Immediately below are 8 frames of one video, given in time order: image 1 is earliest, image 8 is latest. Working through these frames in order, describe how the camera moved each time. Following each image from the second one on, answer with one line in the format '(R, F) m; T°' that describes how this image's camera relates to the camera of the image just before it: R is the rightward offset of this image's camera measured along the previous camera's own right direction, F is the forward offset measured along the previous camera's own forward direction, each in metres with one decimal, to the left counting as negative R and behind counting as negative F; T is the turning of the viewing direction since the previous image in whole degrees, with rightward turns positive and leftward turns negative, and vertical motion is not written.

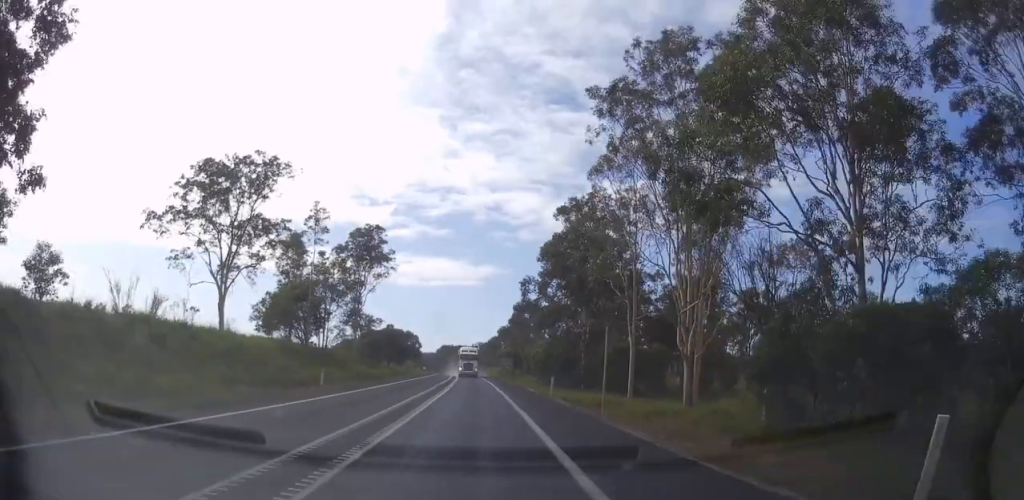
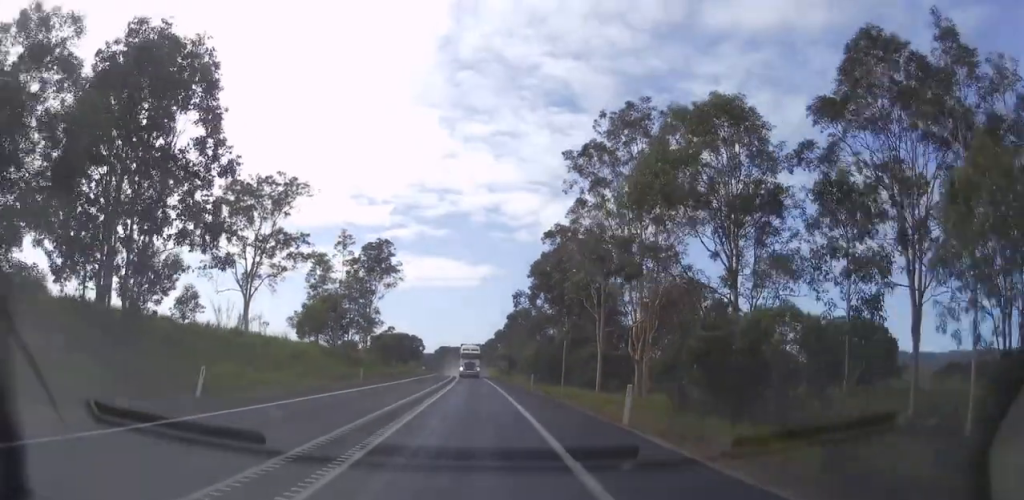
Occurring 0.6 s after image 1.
(+0.1, +10.8) m; 0°
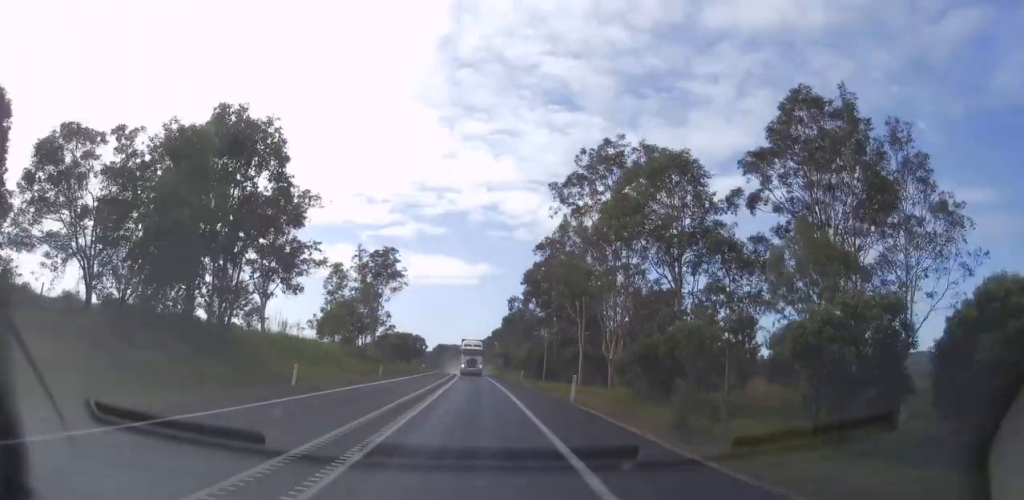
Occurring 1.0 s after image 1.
(-0.1, +8.7) m; 0°
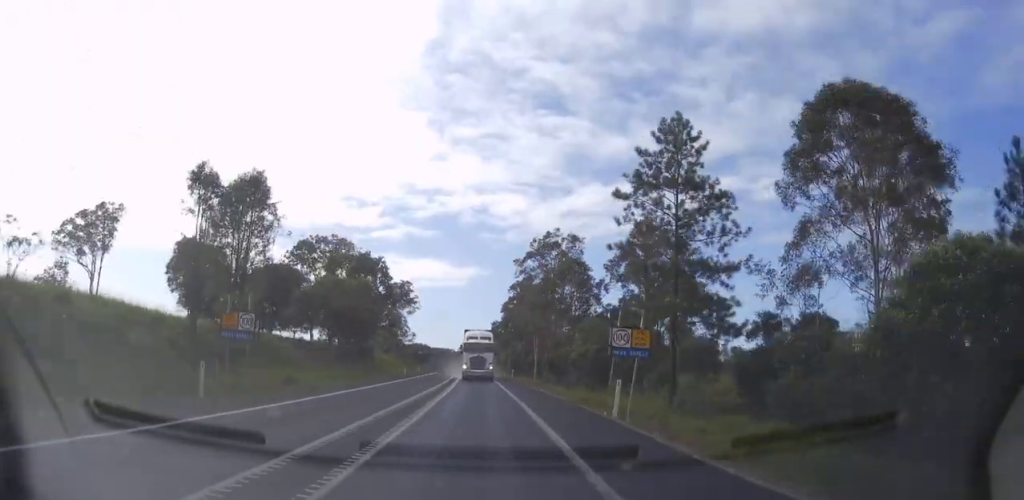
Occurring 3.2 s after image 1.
(+0.6, +39.0) m; +2°
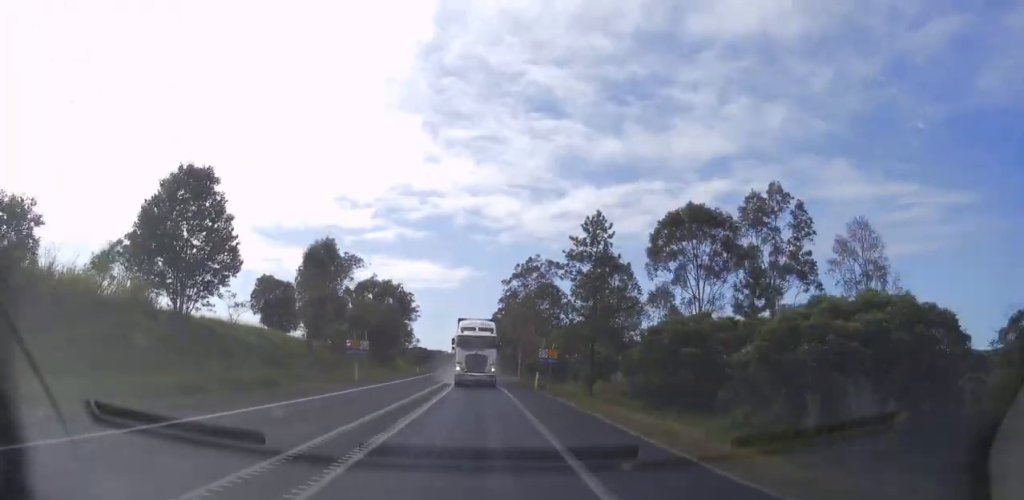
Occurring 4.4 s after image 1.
(-0.2, +21.3) m; 0°
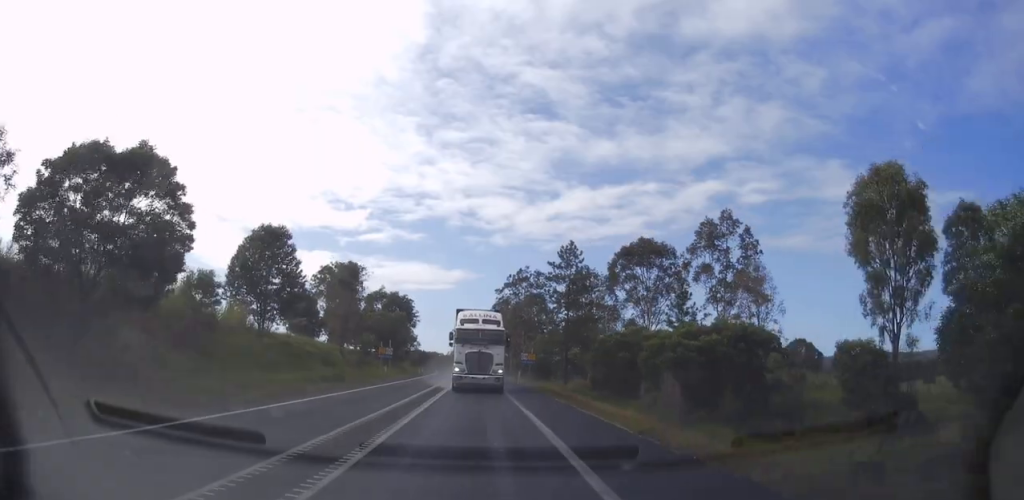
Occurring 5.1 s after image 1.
(+0.1, +13.4) m; +1°
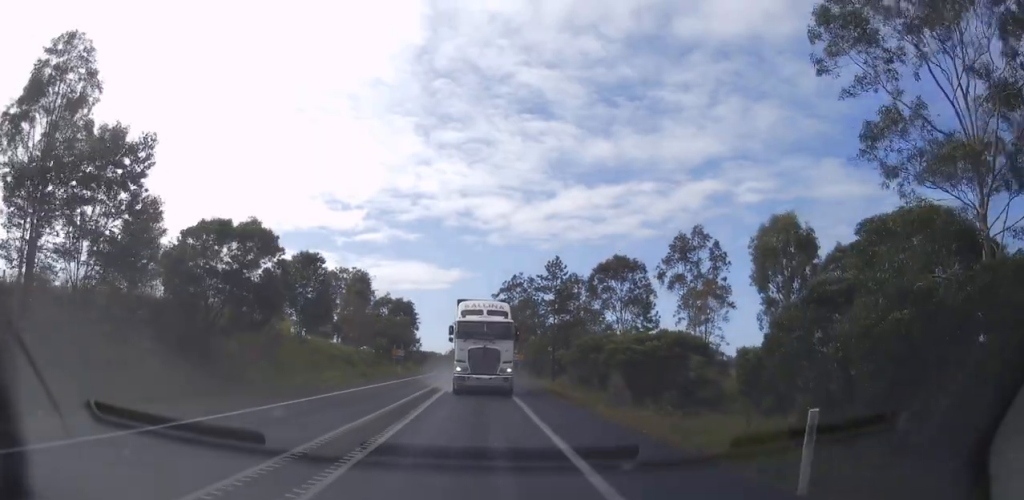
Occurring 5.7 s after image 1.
(+0.1, +9.9) m; +1°
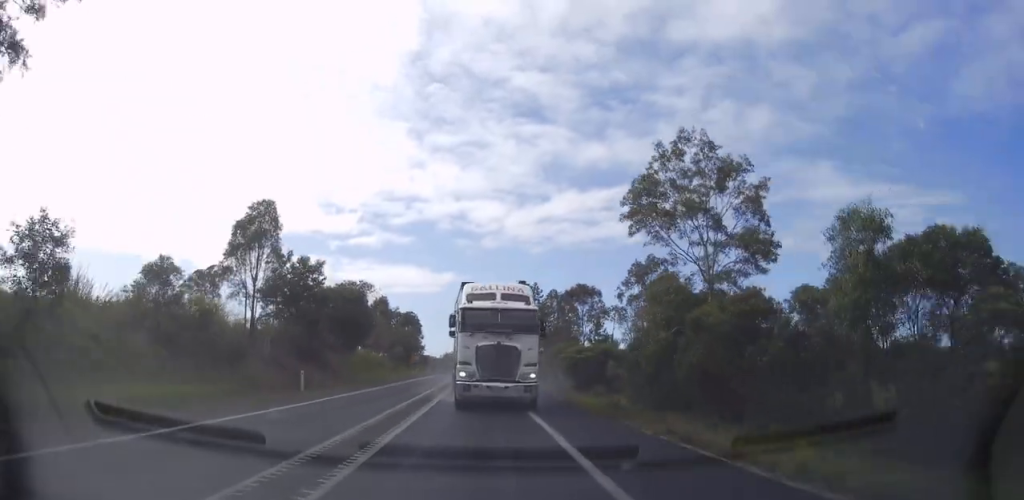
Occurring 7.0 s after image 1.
(0.0, +21.7) m; 0°
